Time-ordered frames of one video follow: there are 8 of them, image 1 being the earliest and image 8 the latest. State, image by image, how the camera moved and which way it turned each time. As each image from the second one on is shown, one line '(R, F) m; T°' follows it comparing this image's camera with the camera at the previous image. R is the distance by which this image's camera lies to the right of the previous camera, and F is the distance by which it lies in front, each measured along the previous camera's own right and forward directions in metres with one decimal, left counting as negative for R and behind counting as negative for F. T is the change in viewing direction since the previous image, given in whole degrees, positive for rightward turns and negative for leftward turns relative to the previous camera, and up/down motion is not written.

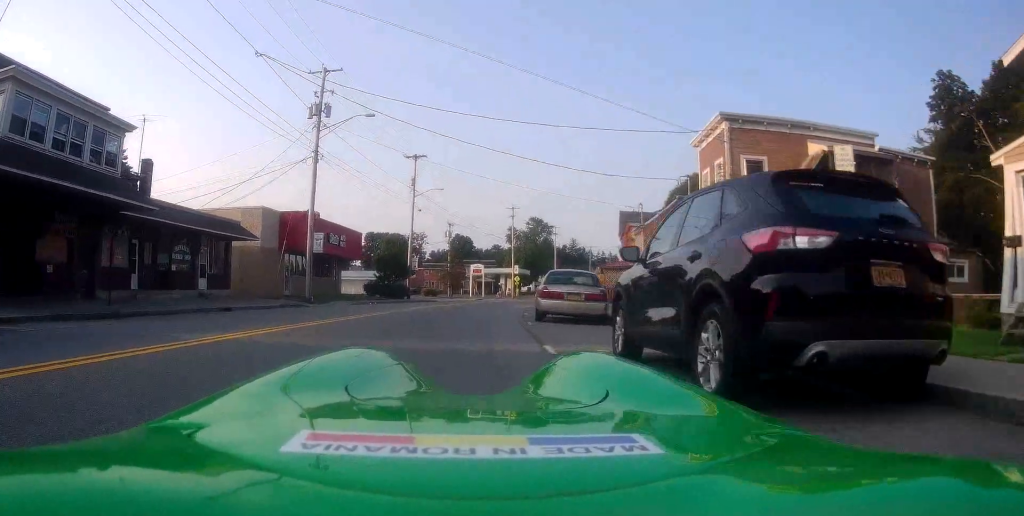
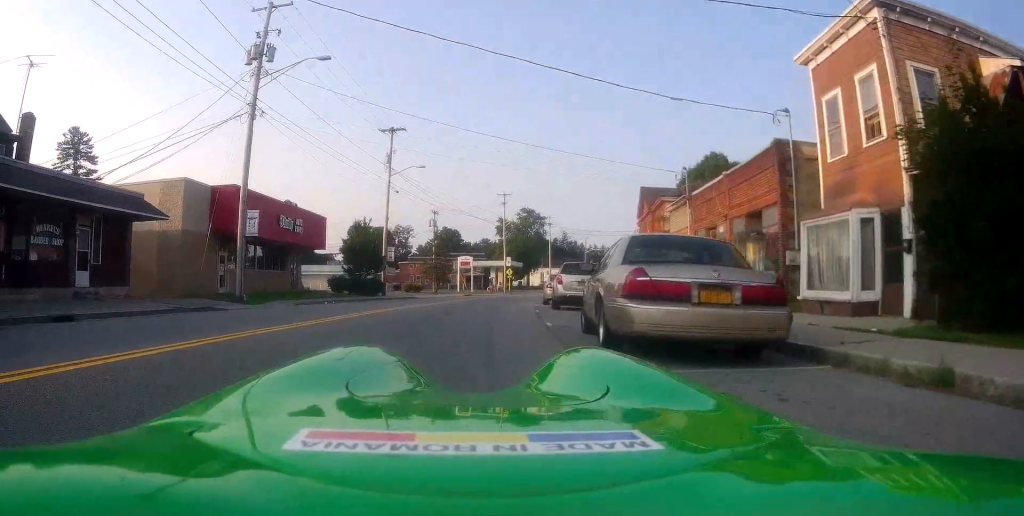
(+0.1, +9.7) m; +3°
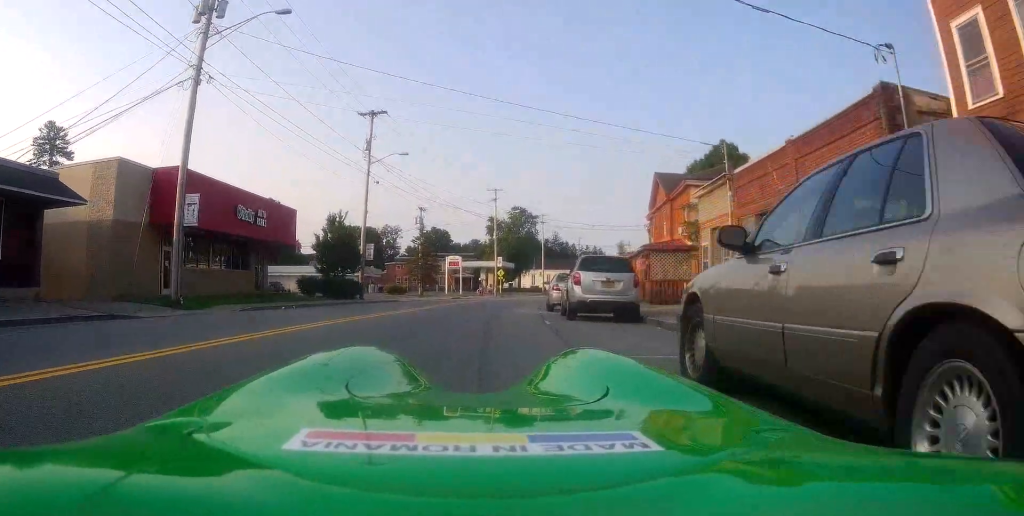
(+0.2, +5.2) m; +2°
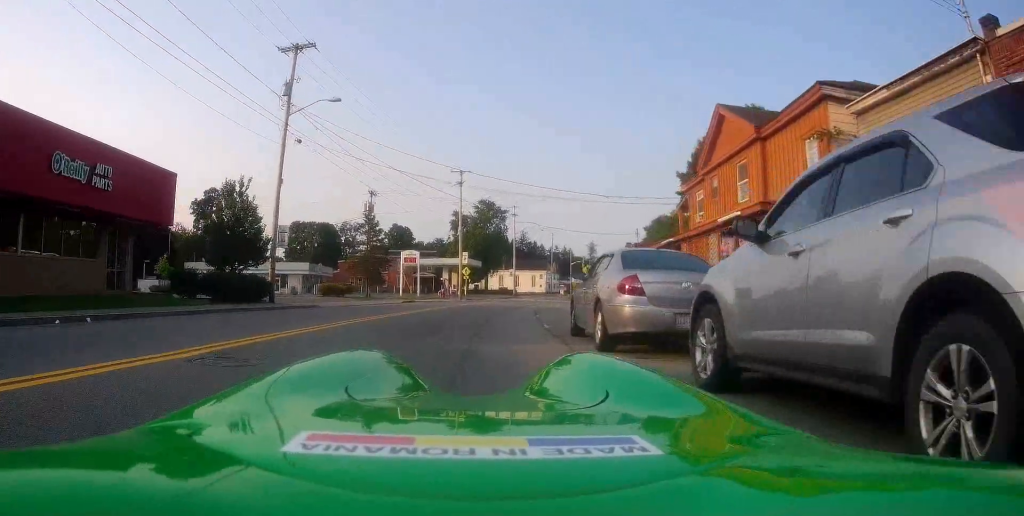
(0.0, +13.5) m; +2°
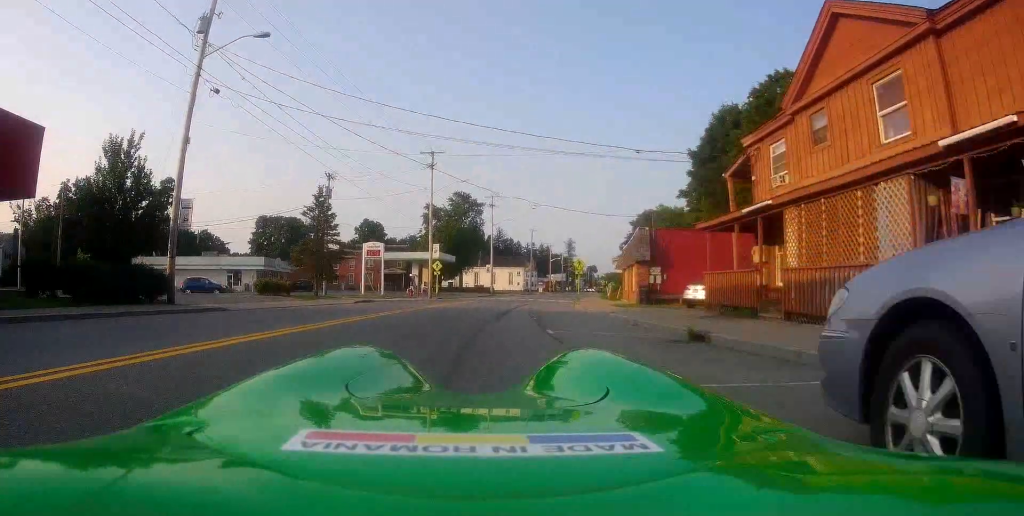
(+0.3, +9.0) m; +4°
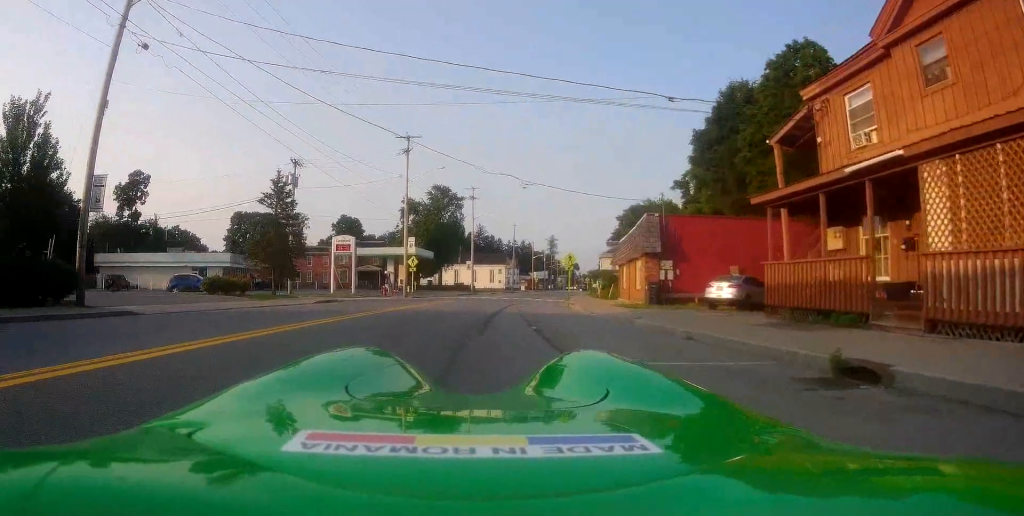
(+0.1, +5.3) m; +2°
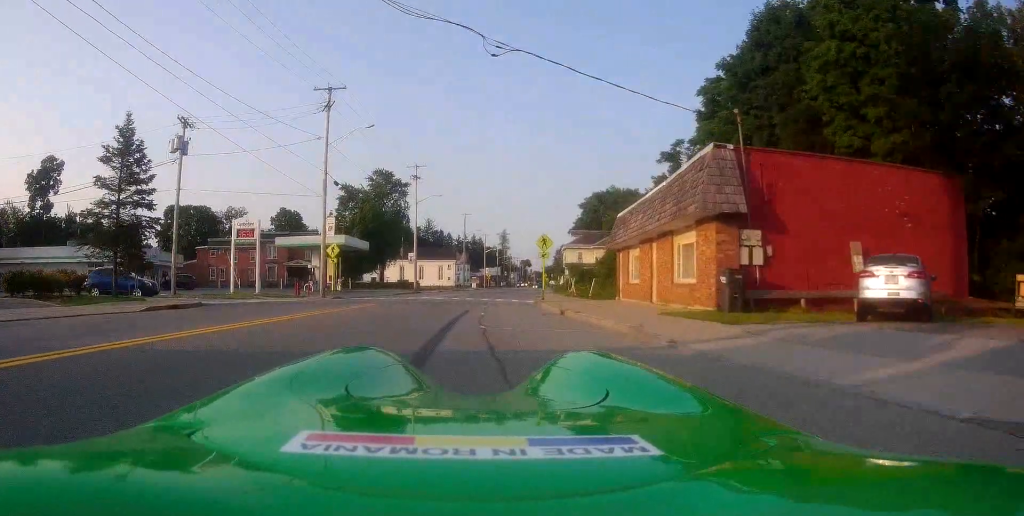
(+0.4, +12.8) m; +5°
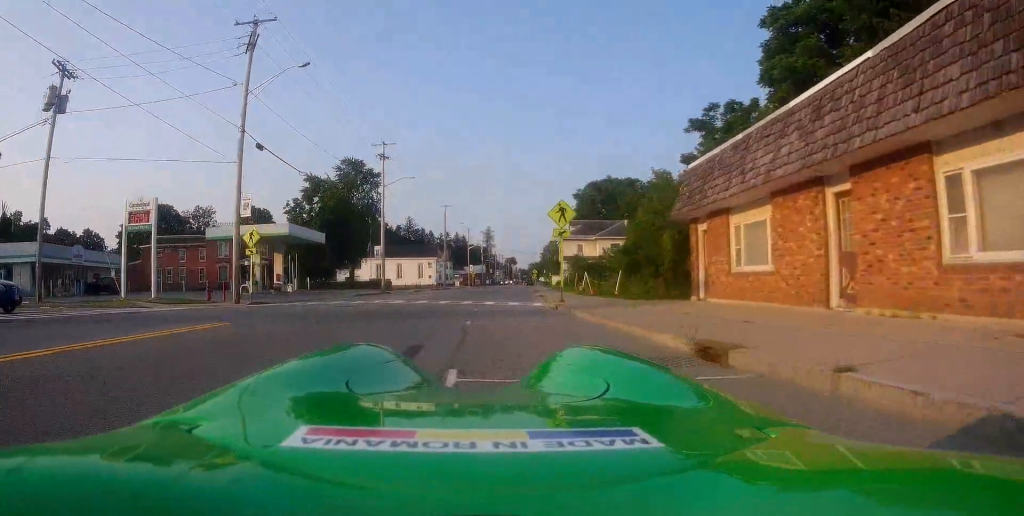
(+0.8, +12.5) m; +1°
